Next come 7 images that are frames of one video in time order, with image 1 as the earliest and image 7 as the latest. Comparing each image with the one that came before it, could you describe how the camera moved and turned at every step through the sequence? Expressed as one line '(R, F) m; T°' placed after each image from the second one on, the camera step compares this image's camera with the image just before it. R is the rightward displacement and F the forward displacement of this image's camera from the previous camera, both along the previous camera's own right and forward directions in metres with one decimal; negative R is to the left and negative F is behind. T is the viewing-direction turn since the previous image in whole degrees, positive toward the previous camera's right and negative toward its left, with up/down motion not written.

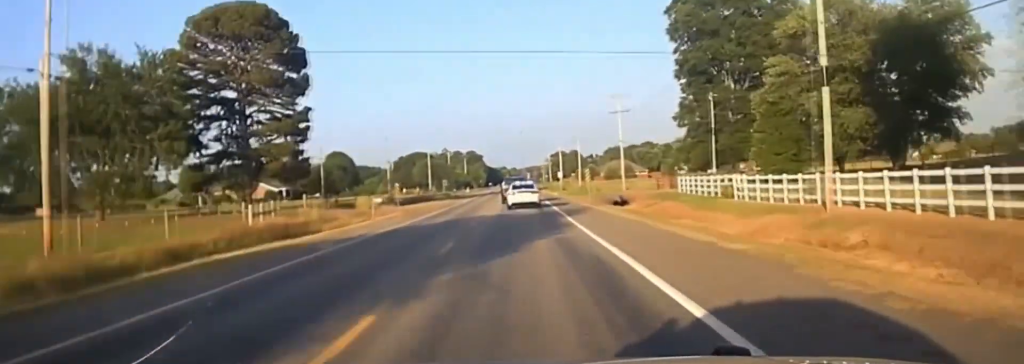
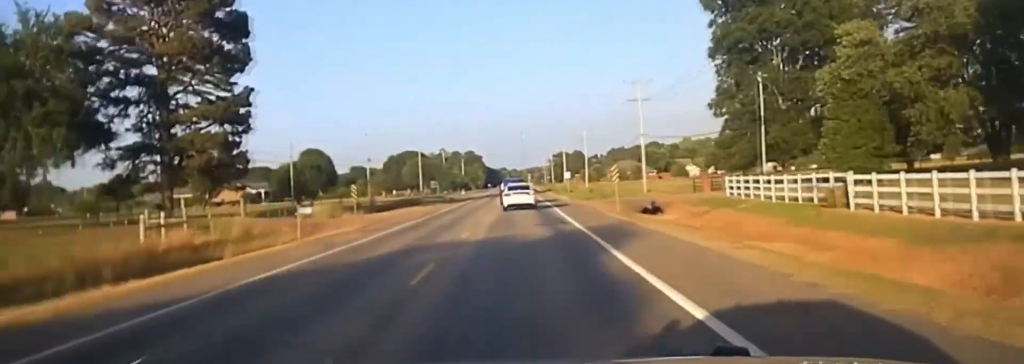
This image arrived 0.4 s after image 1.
(0.0, +17.6) m; 0°
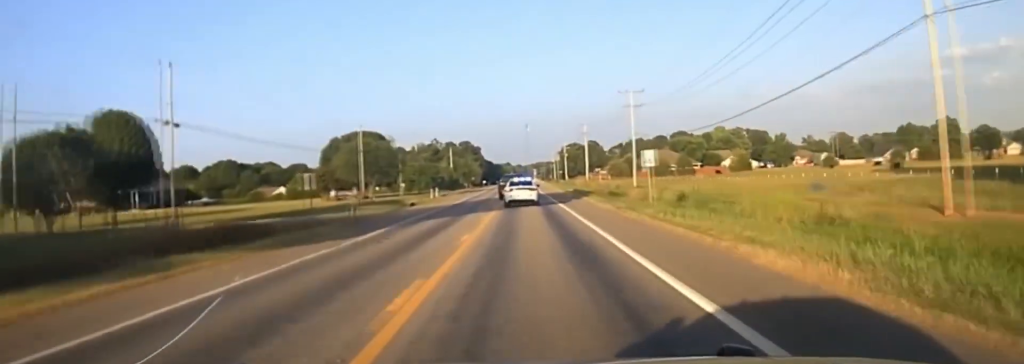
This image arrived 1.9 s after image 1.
(0.0, +66.3) m; 0°
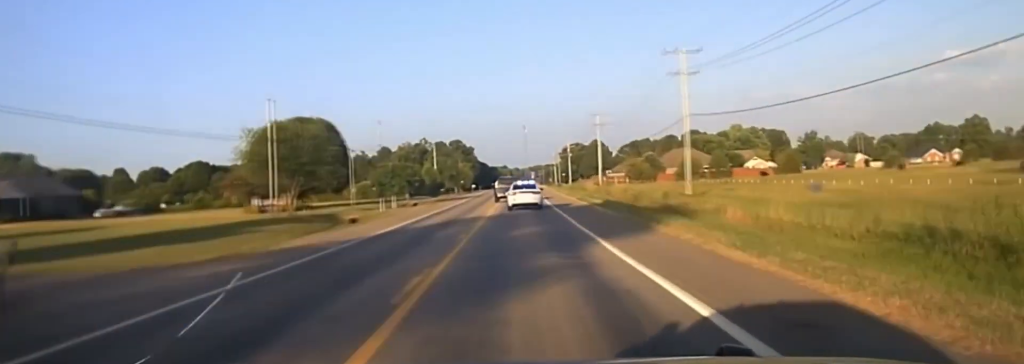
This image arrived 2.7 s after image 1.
(0.0, +34.2) m; 0°
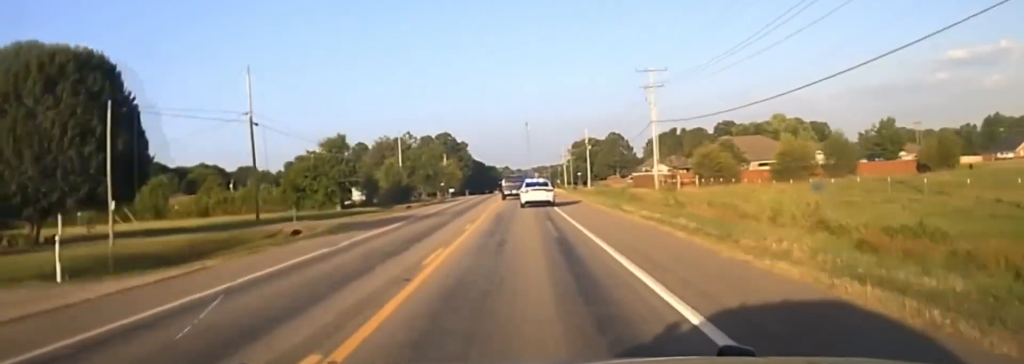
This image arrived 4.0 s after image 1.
(0.0, +60.8) m; 0°
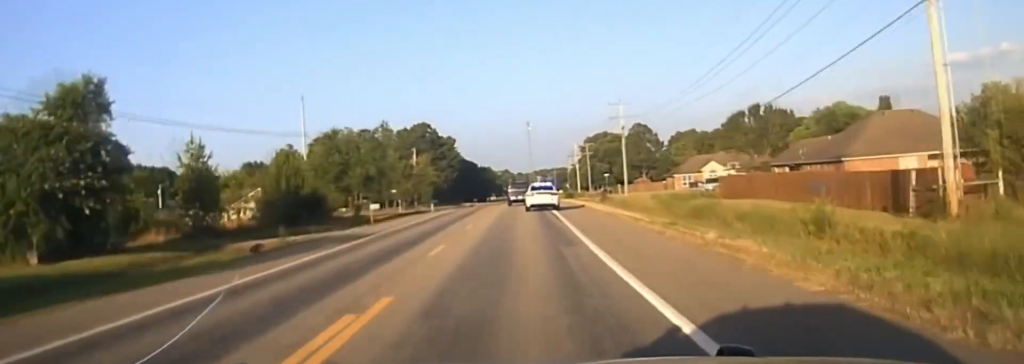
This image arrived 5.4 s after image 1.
(0.0, +55.3) m; 0°
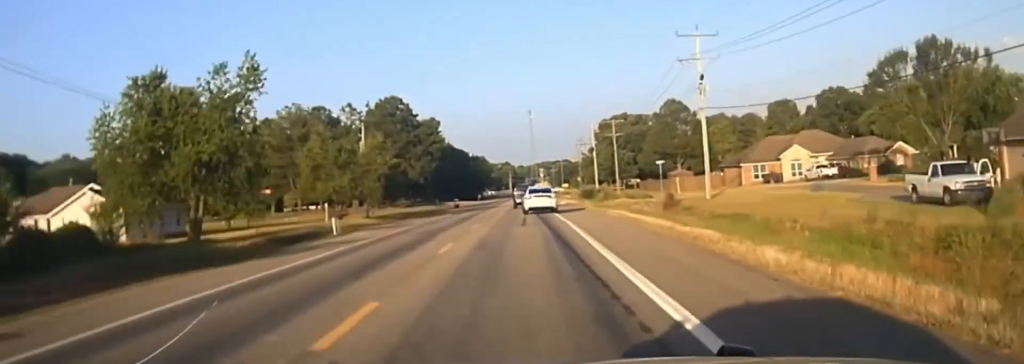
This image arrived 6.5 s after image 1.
(0.0, +45.0) m; 0°
